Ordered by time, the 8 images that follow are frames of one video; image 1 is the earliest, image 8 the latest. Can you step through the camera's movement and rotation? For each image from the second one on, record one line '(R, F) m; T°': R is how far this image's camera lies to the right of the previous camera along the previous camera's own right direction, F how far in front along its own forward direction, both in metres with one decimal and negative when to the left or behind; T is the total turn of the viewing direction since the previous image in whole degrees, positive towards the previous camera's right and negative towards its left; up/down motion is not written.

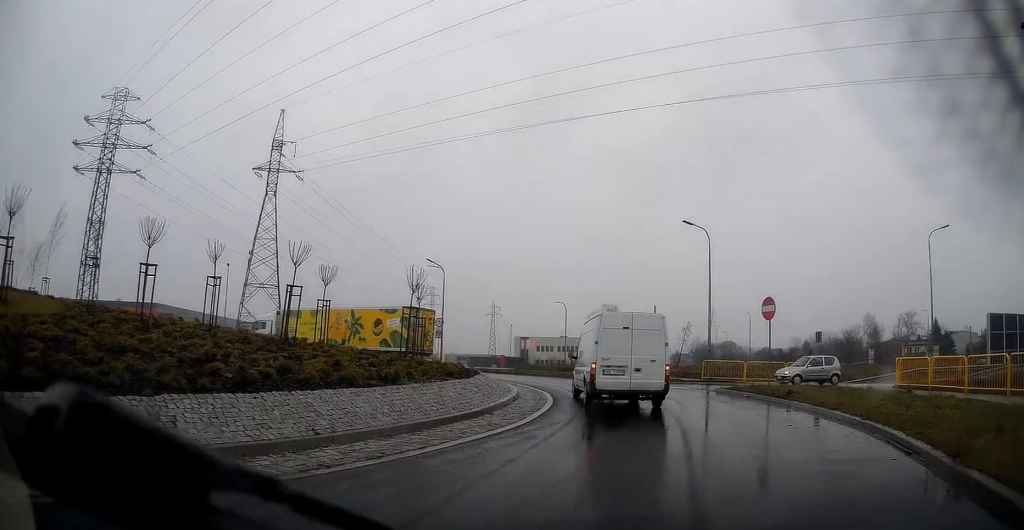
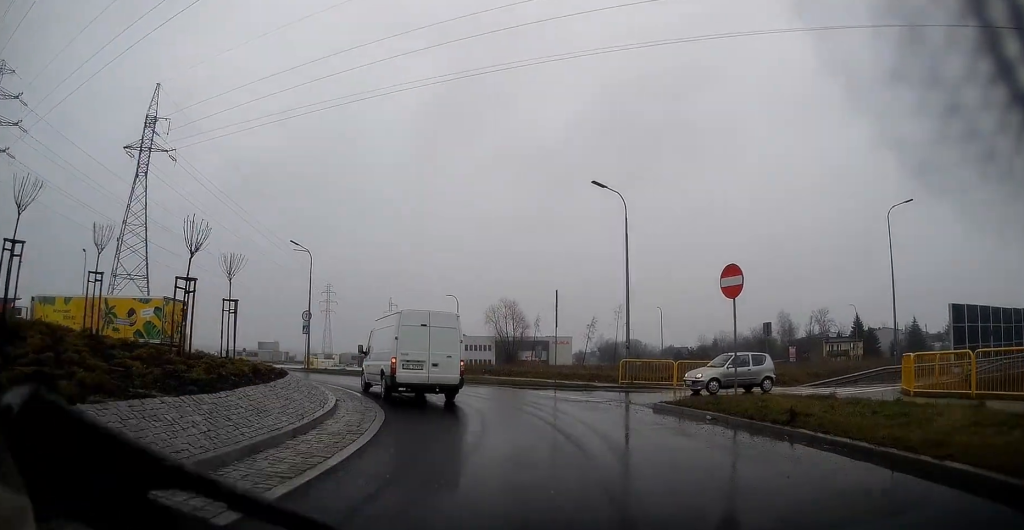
(+0.8, +8.0) m; +10°
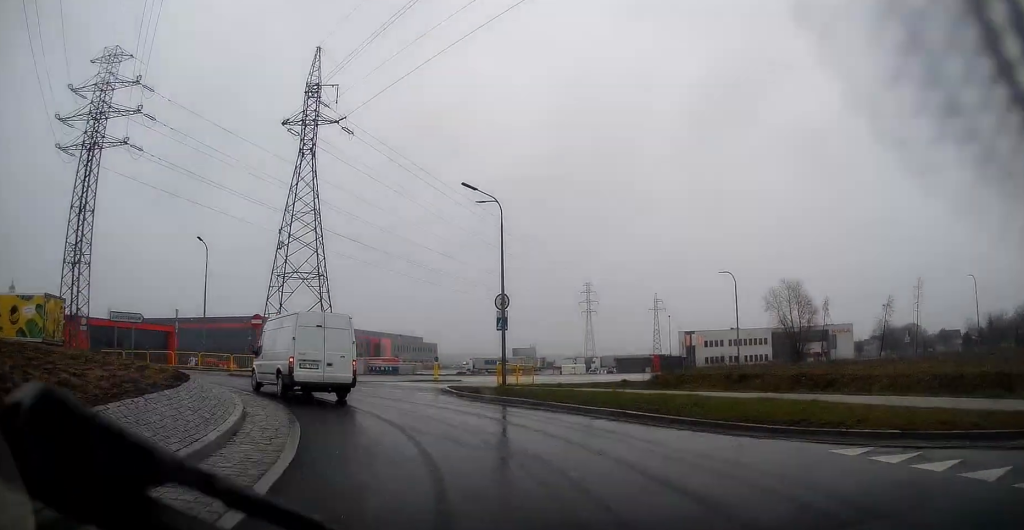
(-2.9, +17.7) m; -24°
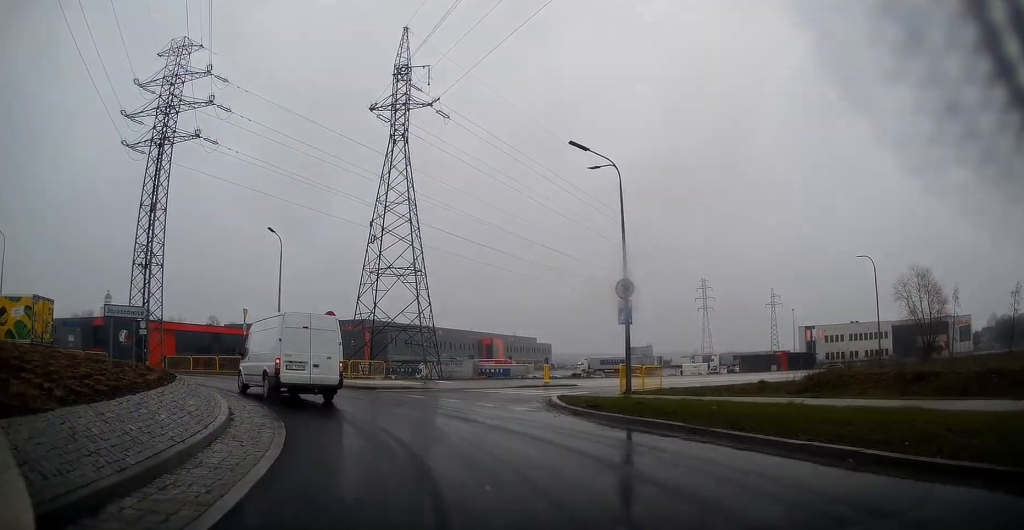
(-0.2, +5.7) m; -11°
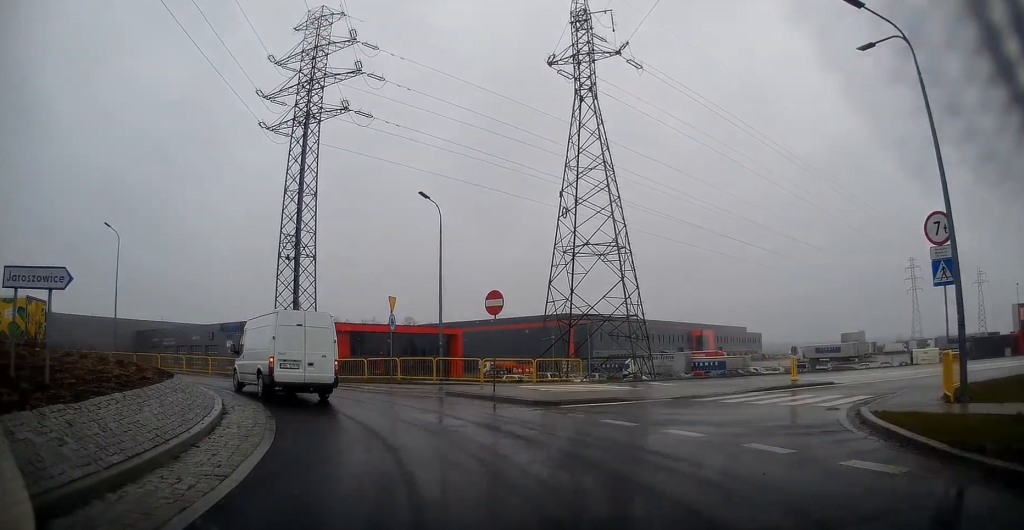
(-2.1, +9.3) m; -22°
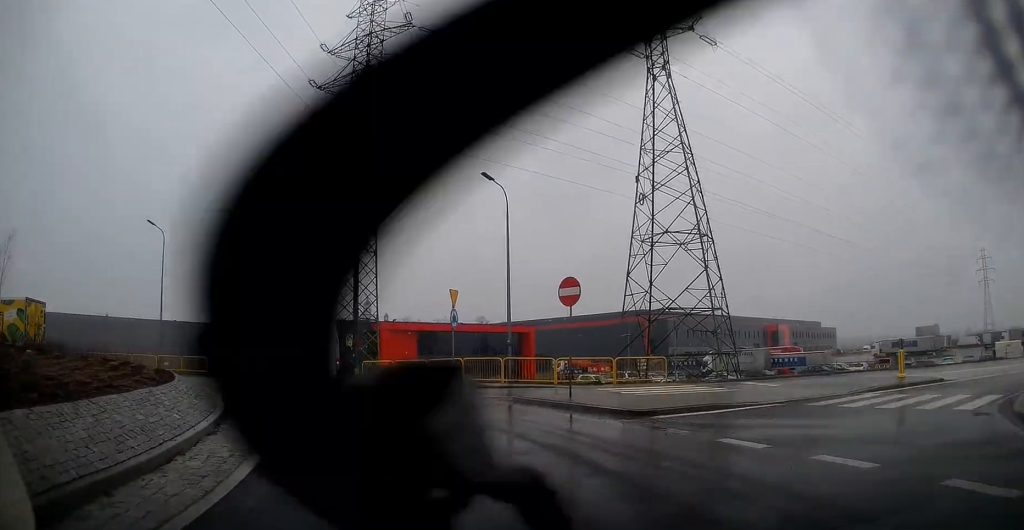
(-0.1, +3.3) m; -7°
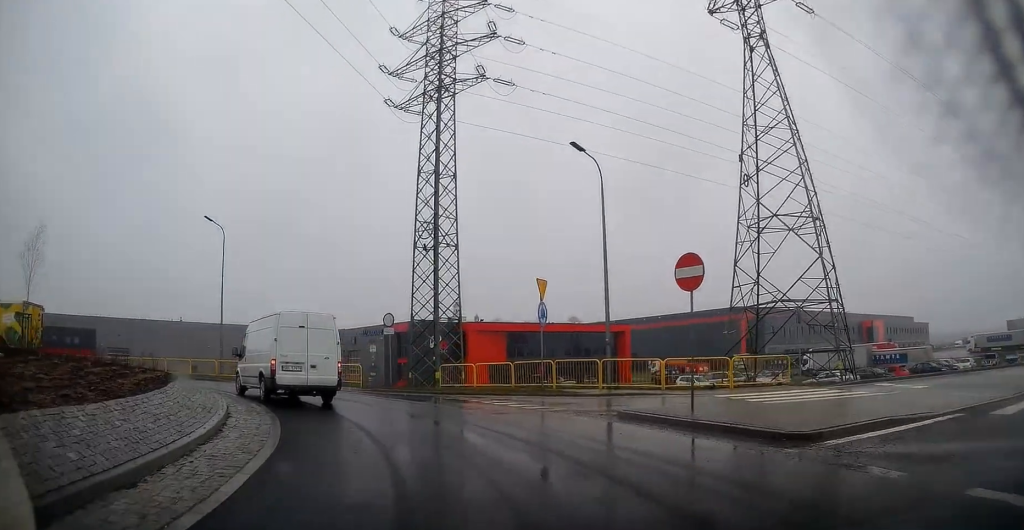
(-0.4, +4.0) m; -9°
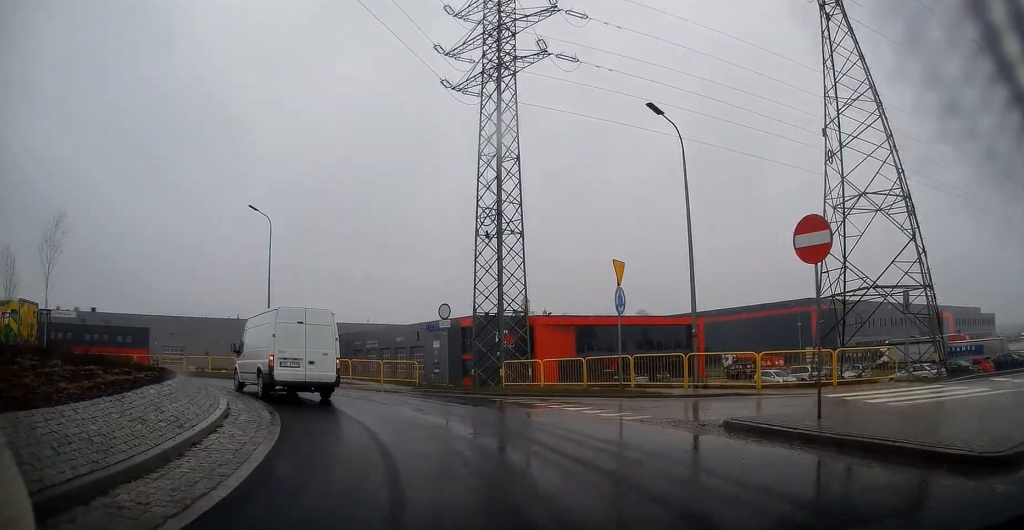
(-0.1, +3.1) m; -6°
